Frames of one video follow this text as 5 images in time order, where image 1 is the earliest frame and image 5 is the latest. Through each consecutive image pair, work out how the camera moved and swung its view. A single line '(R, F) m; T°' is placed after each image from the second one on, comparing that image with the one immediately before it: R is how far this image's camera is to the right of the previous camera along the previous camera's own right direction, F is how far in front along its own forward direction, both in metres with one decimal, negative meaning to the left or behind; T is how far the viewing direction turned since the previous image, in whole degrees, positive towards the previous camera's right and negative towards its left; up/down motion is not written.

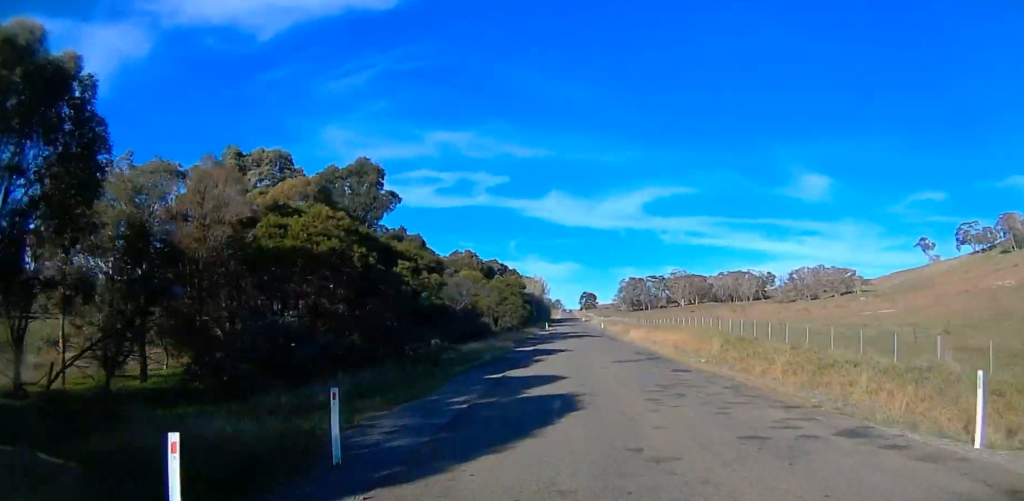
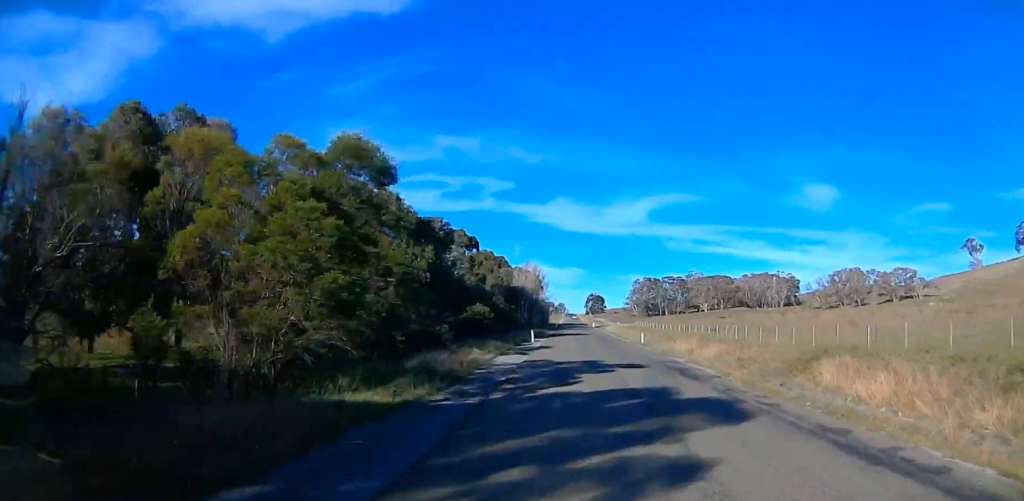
(-1.1, +56.5) m; -1°
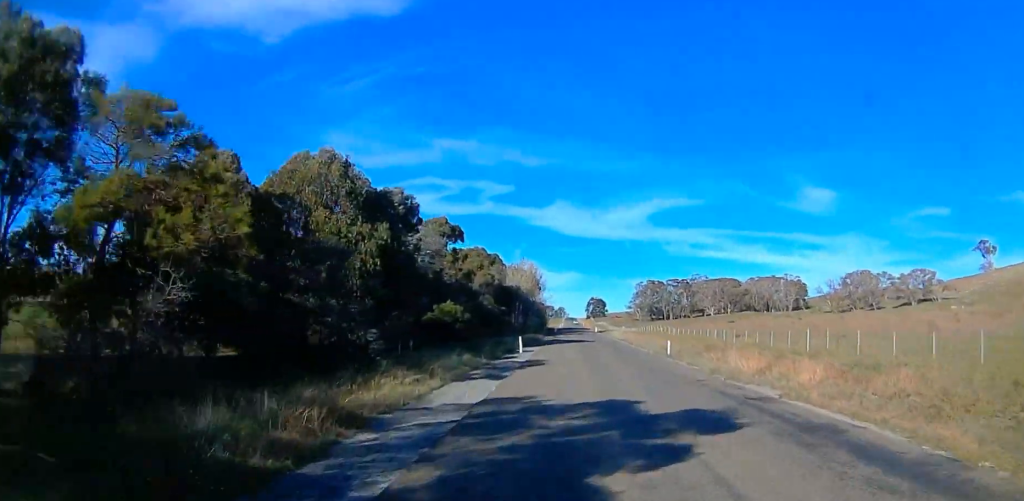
(+0.4, +14.3) m; +1°
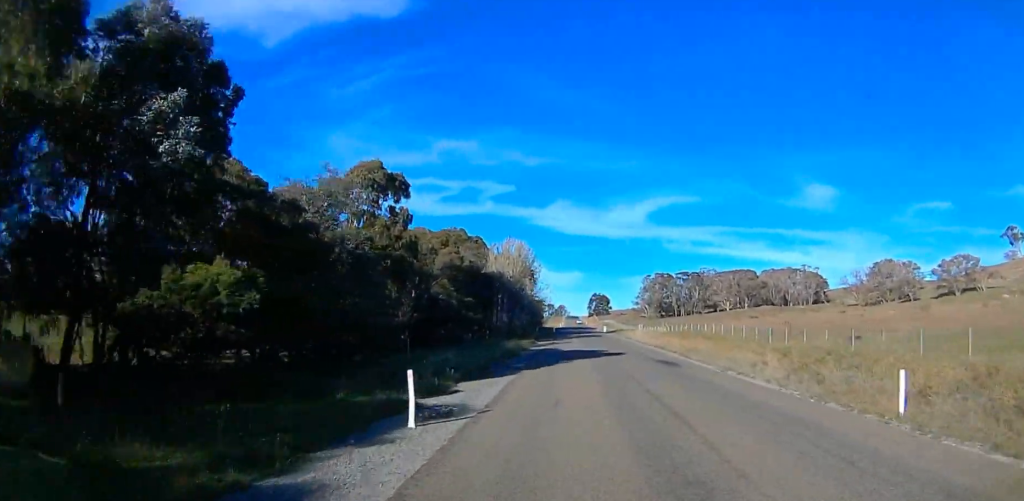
(+0.4, +29.0) m; +6°
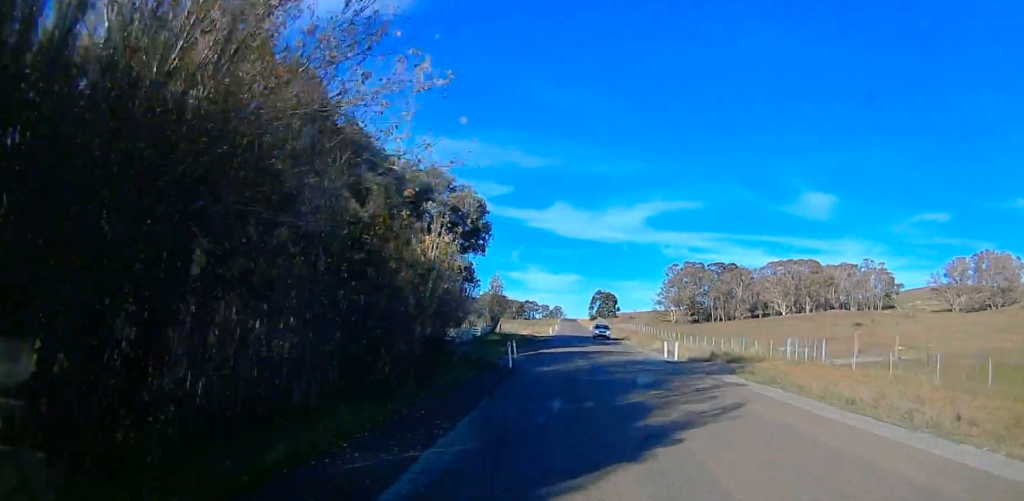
(-7.6, +72.1) m; -11°
